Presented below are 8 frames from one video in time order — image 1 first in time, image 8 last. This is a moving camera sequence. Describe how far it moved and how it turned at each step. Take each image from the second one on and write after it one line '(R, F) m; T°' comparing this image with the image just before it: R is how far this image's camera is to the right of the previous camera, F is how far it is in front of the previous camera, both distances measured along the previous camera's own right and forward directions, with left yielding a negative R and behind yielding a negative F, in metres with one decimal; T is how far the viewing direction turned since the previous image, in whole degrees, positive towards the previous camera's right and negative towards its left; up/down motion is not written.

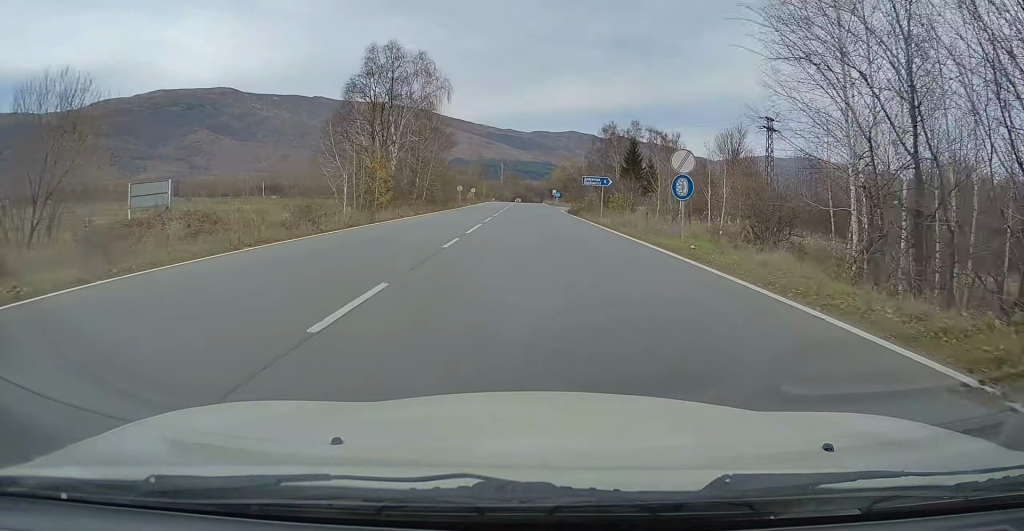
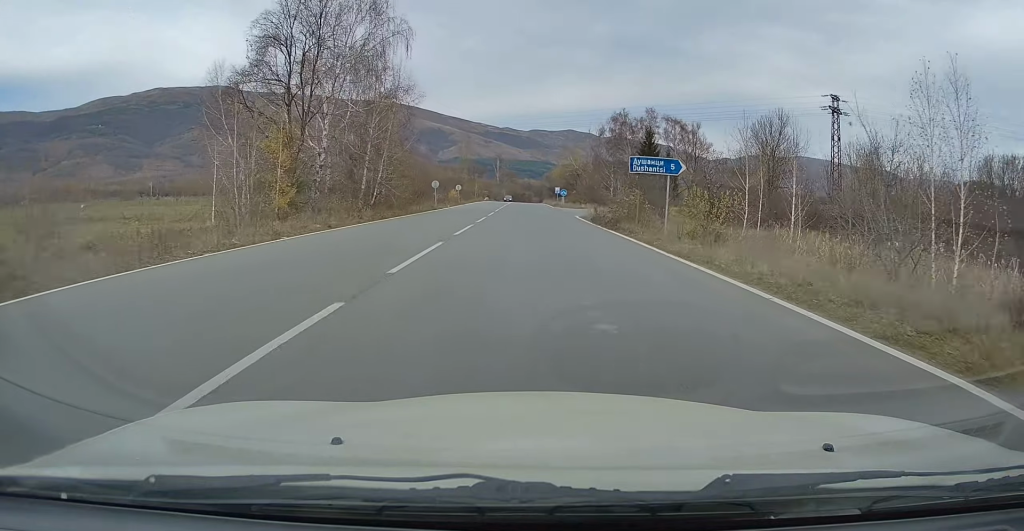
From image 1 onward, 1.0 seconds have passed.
(-0.2, +20.2) m; 0°
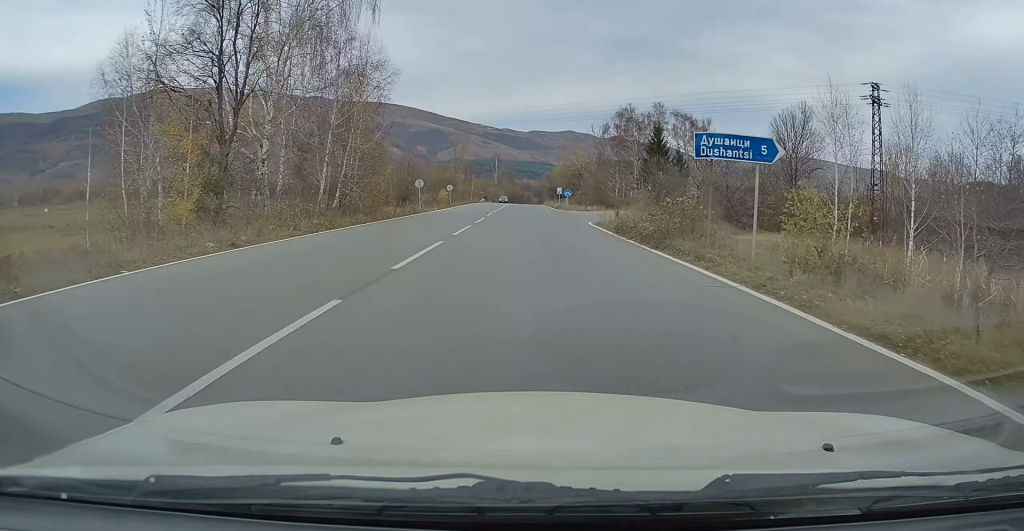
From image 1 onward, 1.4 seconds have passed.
(0.0, +8.8) m; 0°
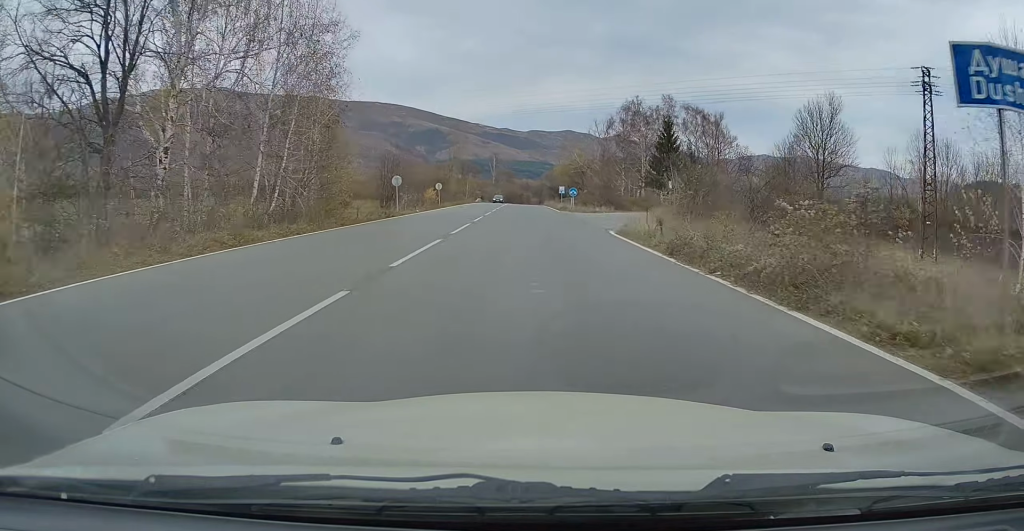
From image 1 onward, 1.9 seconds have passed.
(0.0, +8.8) m; 0°
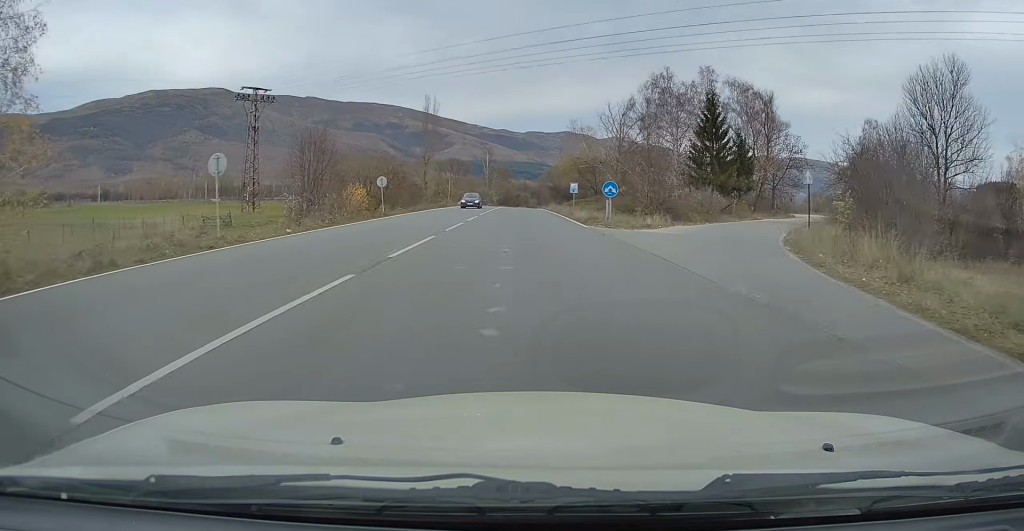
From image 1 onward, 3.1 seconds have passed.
(+0.3, +26.1) m; 0°
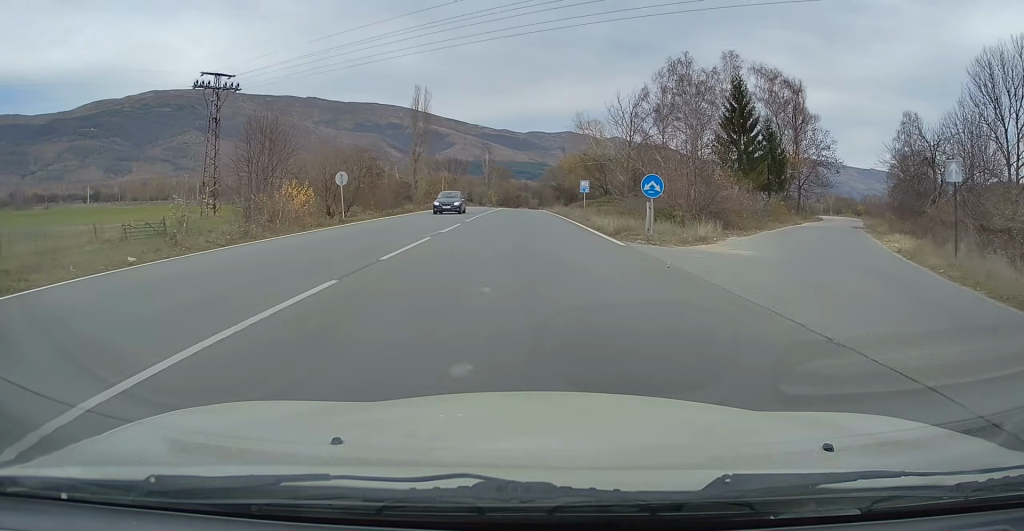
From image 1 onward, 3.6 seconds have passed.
(+0.1, +9.6) m; 0°
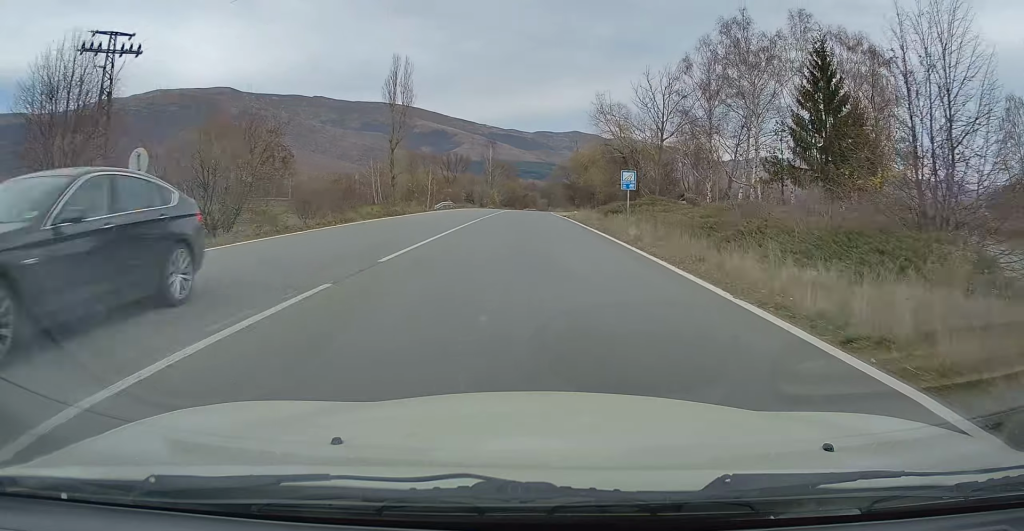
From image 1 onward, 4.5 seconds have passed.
(-0.2, +18.8) m; 0°
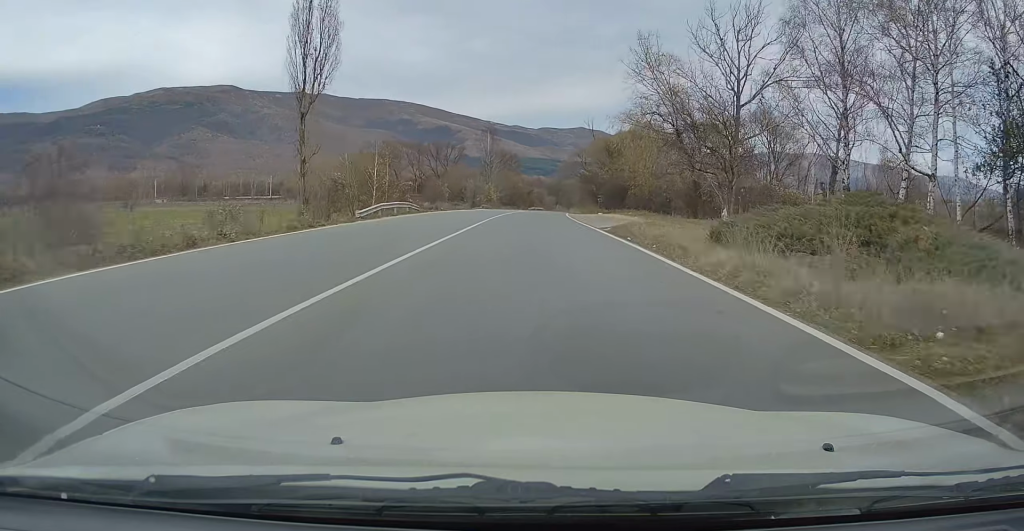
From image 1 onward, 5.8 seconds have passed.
(+0.1, +28.2) m; -1°
